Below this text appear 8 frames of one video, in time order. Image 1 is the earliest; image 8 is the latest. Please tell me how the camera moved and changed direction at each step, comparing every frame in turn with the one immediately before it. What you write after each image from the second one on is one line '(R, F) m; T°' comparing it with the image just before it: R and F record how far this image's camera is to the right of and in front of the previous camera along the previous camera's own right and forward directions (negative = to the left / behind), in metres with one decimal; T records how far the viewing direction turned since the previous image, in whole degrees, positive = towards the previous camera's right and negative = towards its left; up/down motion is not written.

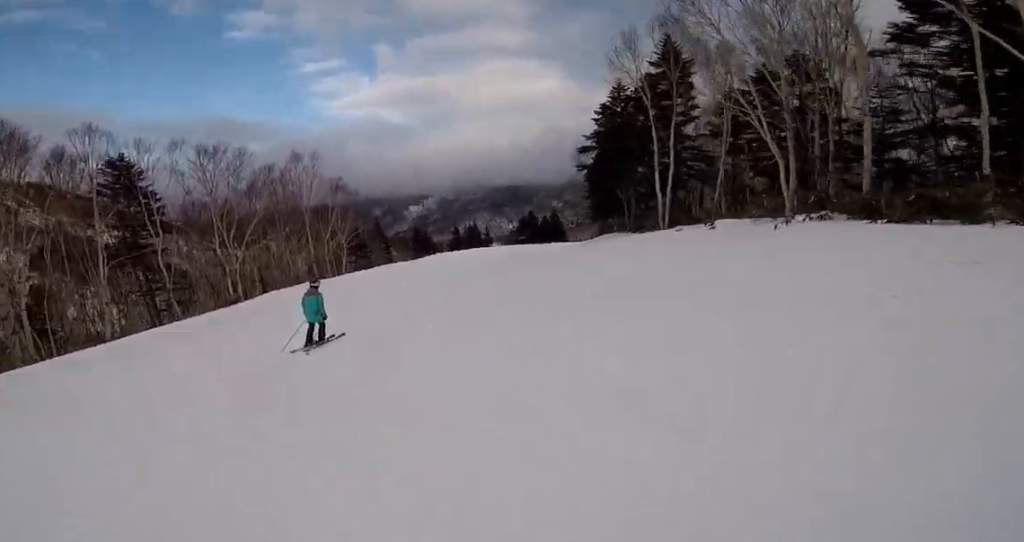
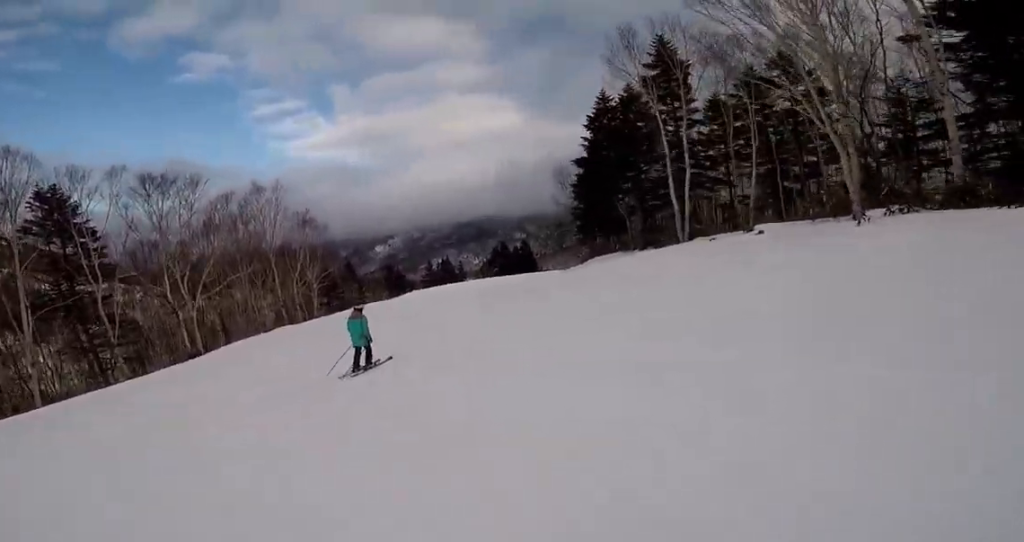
(+0.3, +3.0) m; +8°
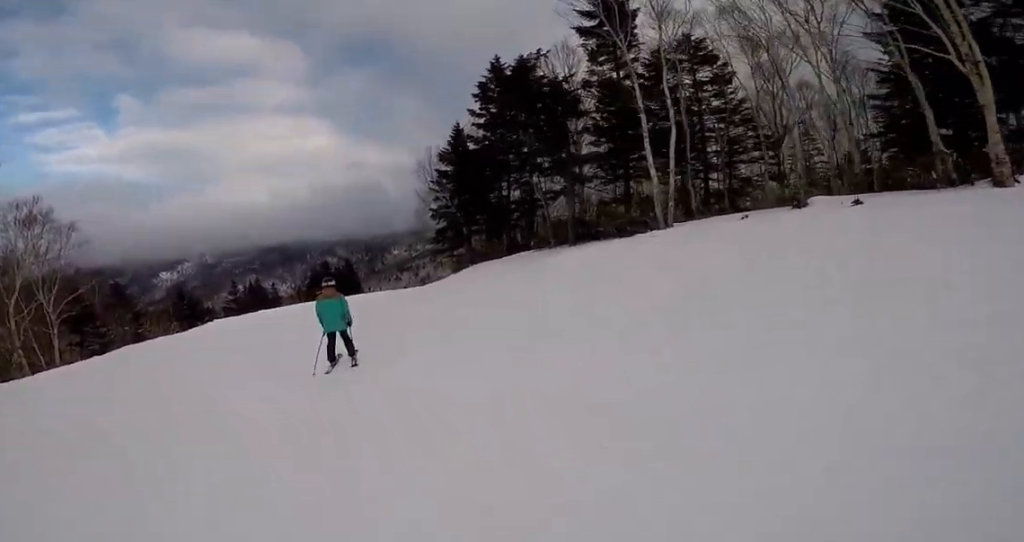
(+1.5, +8.5) m; +10°
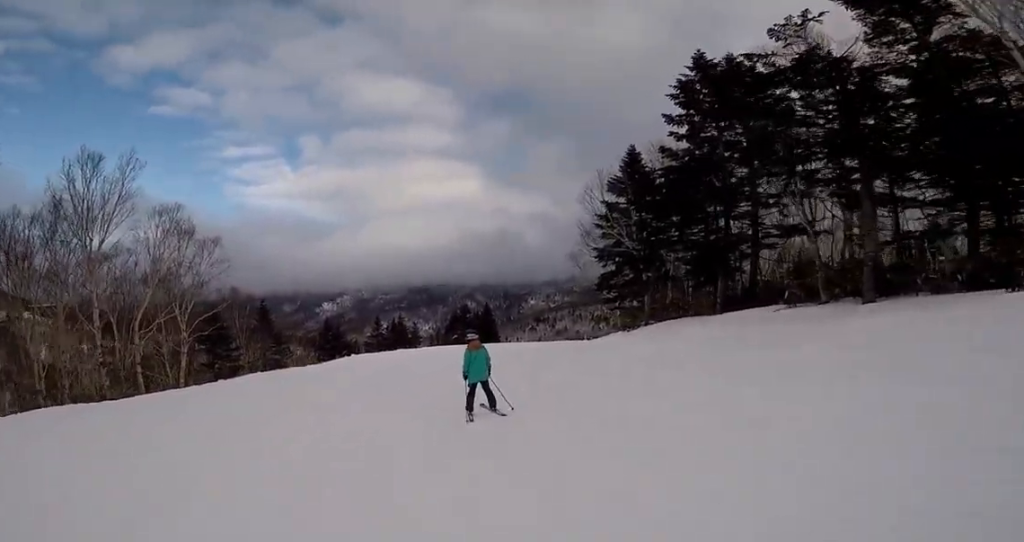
(0.0, +5.9) m; 0°
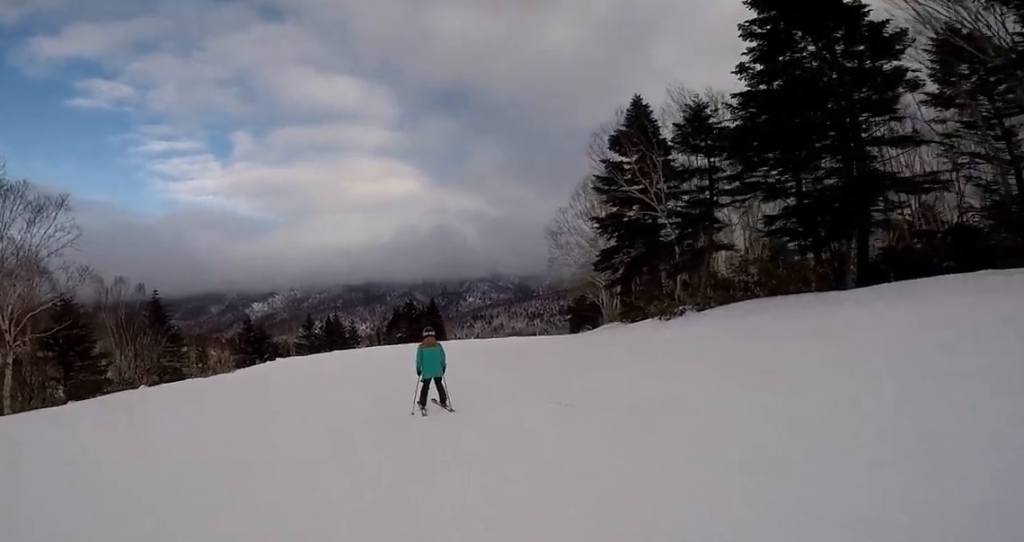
(0.0, +7.9) m; +14°
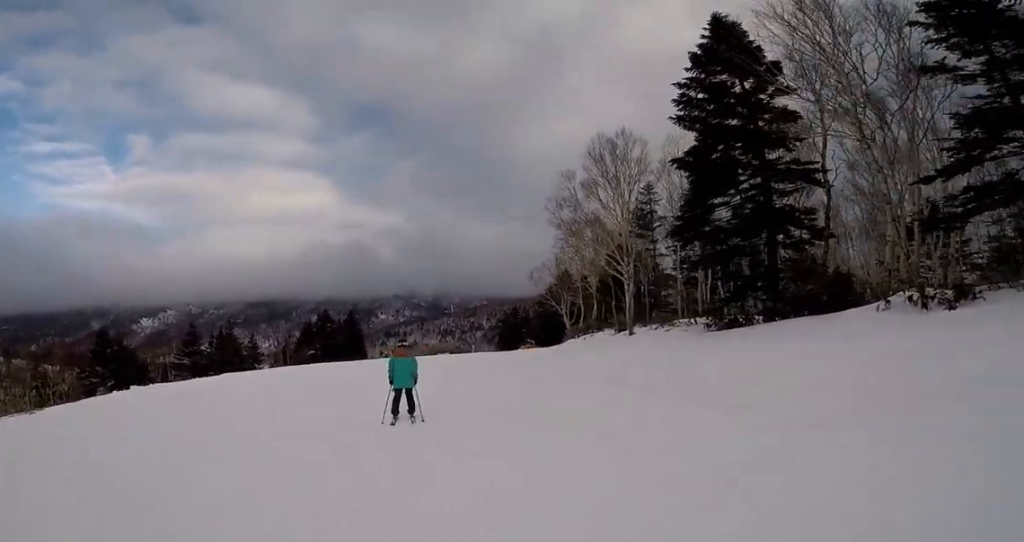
(+0.3, +11.1) m; 0°
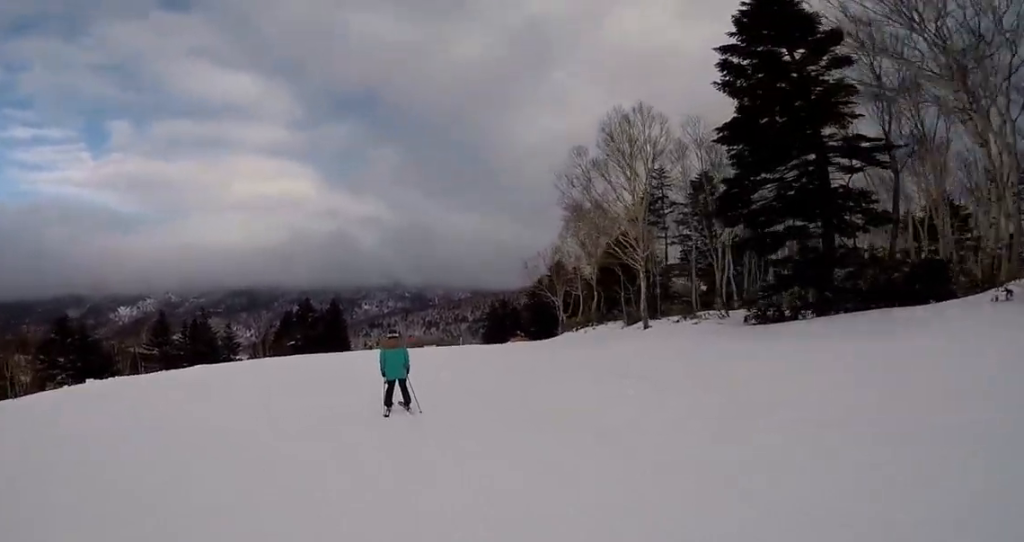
(0.0, +2.5) m; +3°
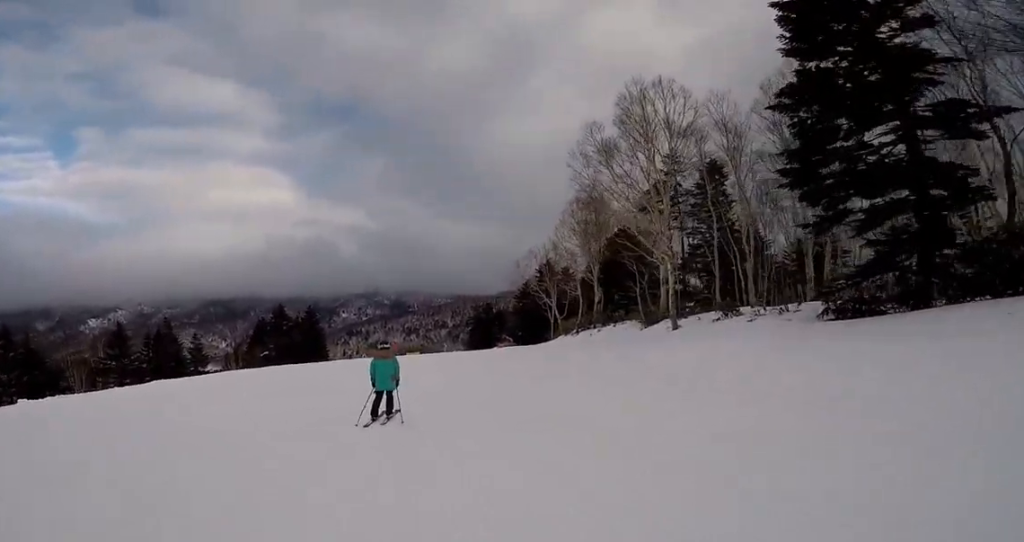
(+0.6, +3.2) m; +9°
